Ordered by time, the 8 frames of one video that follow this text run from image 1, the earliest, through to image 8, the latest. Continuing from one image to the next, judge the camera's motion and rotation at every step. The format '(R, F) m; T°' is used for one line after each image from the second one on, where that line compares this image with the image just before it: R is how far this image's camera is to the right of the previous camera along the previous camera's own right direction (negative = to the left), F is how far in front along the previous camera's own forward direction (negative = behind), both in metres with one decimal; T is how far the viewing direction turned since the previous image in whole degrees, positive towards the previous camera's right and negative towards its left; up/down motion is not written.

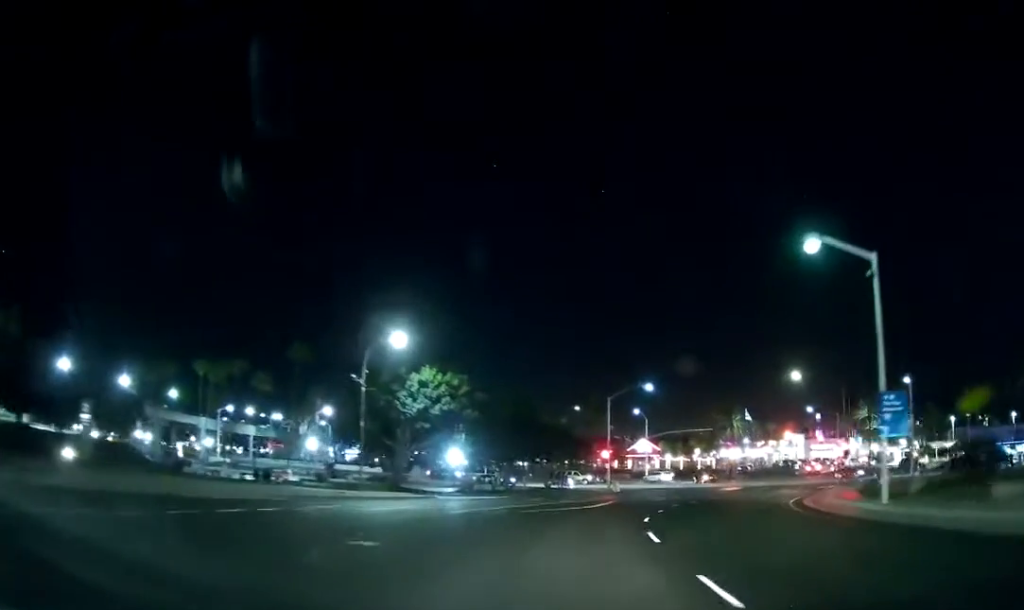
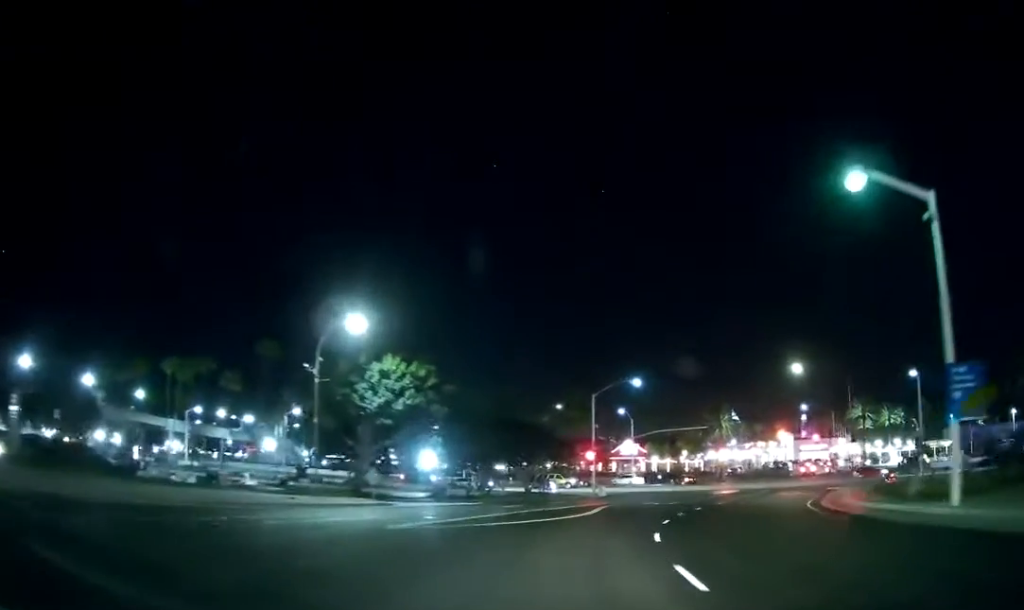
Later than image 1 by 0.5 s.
(-0.6, +7.1) m; +3°
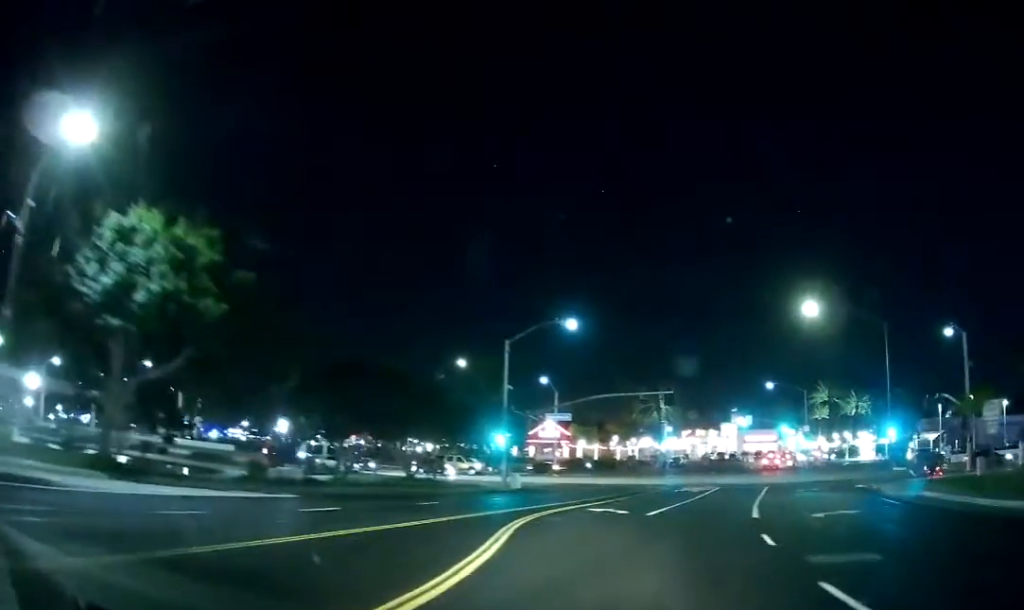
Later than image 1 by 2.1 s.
(+3.3, +24.3) m; +8°
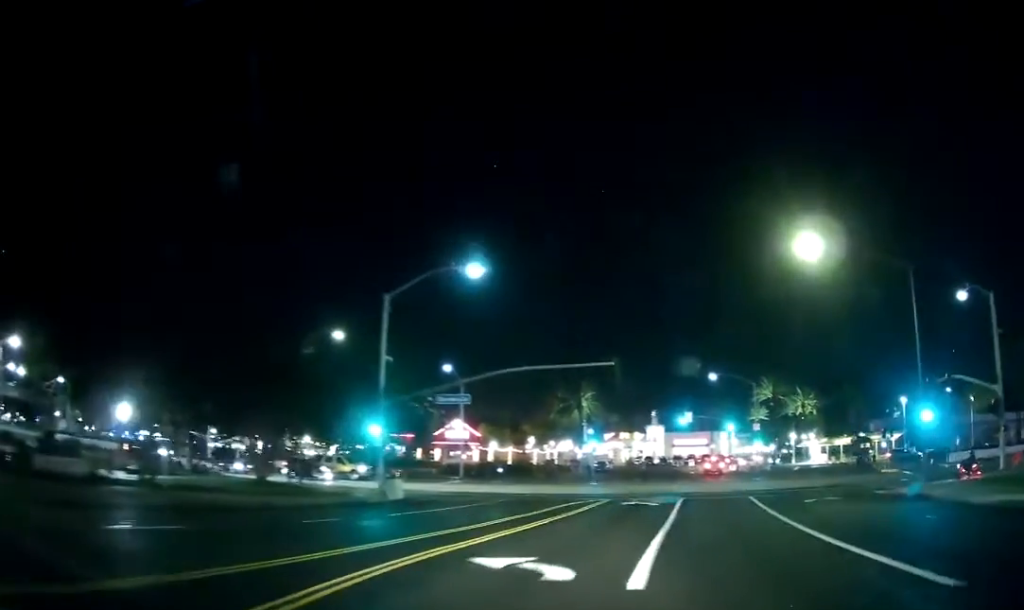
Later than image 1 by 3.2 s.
(0.0, +15.0) m; 0°
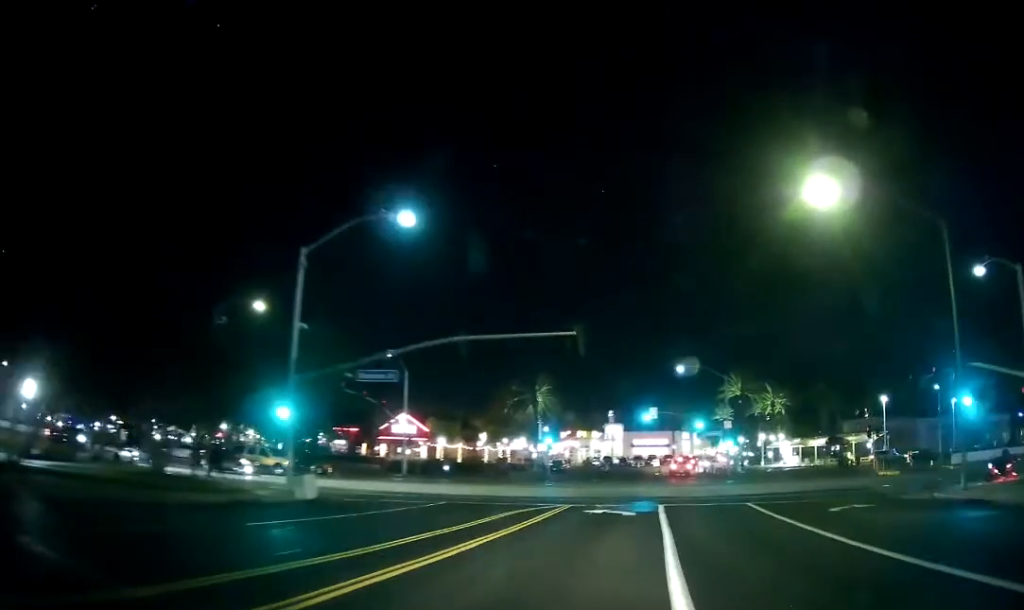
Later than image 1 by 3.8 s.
(0.0, +7.4) m; +2°
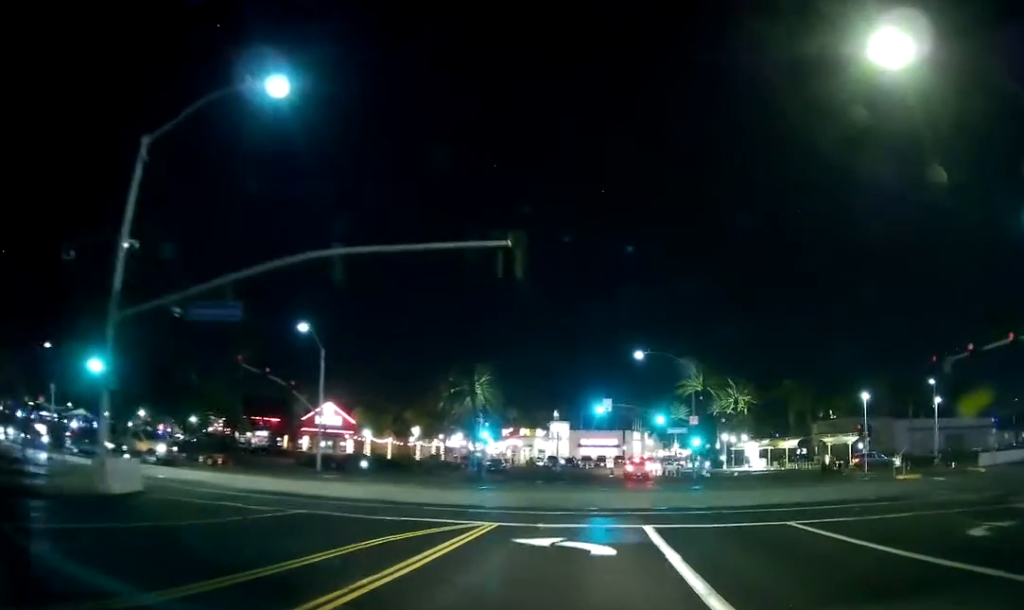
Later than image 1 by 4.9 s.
(+0.4, +12.1) m; +5°
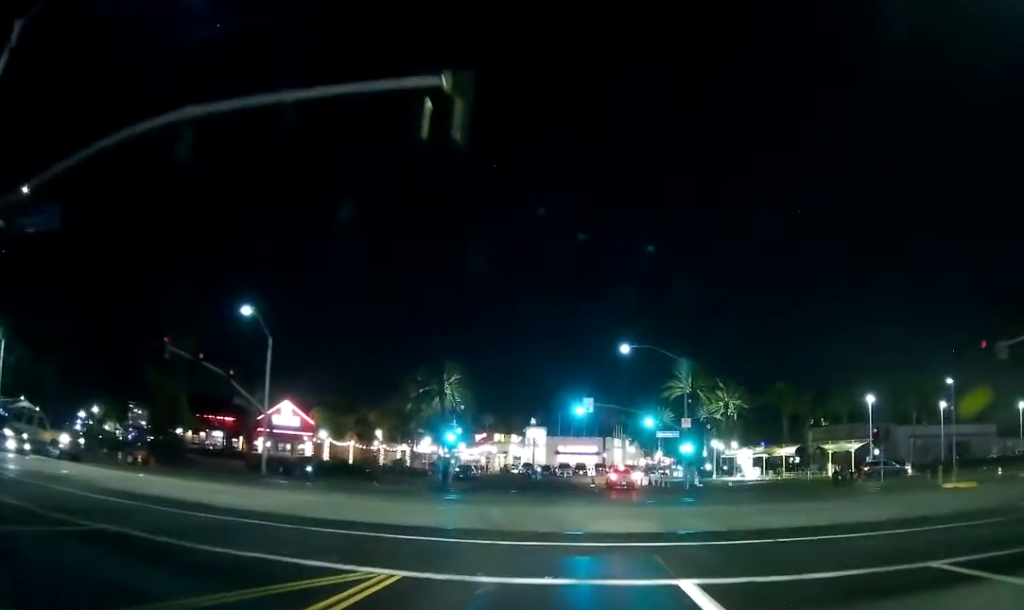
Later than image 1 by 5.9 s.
(+0.4, +9.1) m; +4°
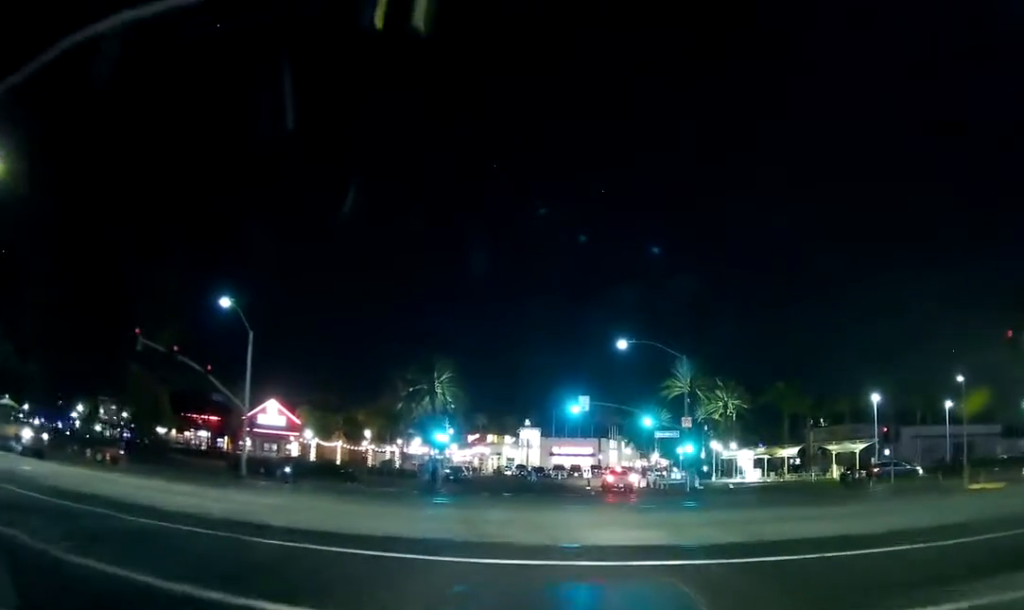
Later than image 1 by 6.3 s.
(-0.1, +3.3) m; +1°
